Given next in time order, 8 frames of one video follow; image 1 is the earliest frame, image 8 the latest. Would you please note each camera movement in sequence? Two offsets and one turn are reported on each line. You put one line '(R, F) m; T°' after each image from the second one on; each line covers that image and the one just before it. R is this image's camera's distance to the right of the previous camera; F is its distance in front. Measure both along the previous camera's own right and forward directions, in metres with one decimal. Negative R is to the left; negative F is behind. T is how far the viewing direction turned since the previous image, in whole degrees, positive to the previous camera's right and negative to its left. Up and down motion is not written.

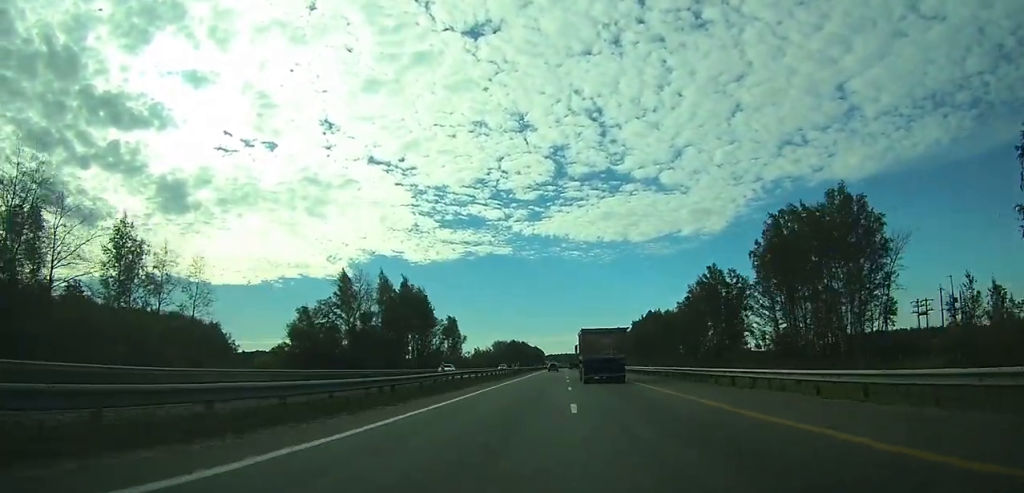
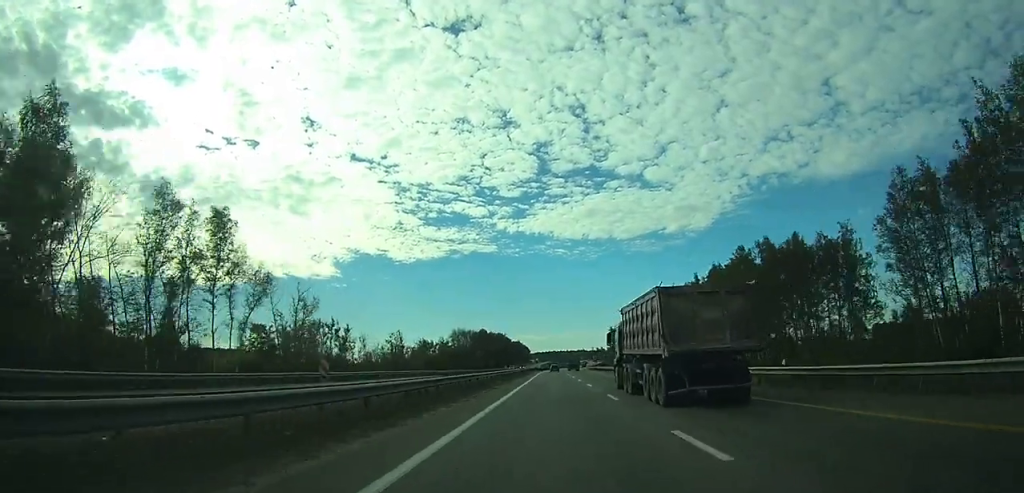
(+0.2, +114.8) m; 0°
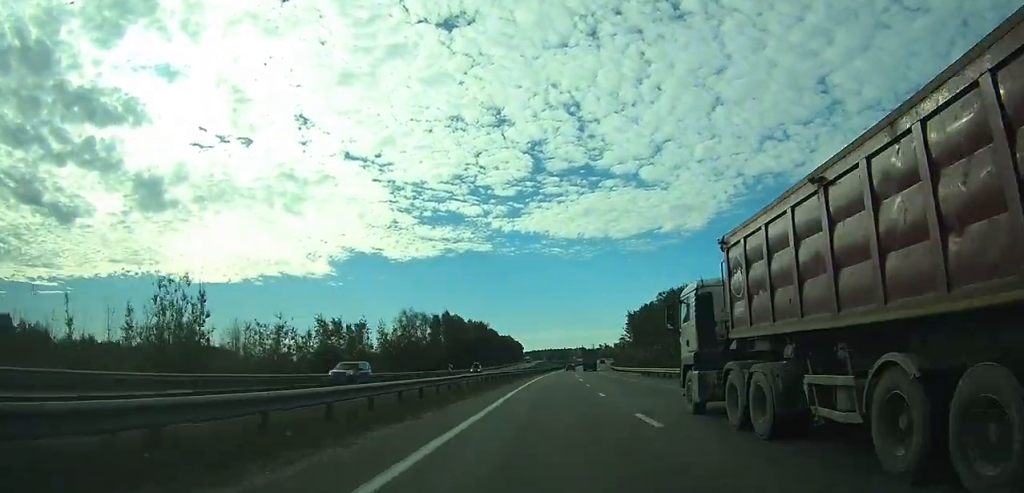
(+0.5, +79.7) m; +1°
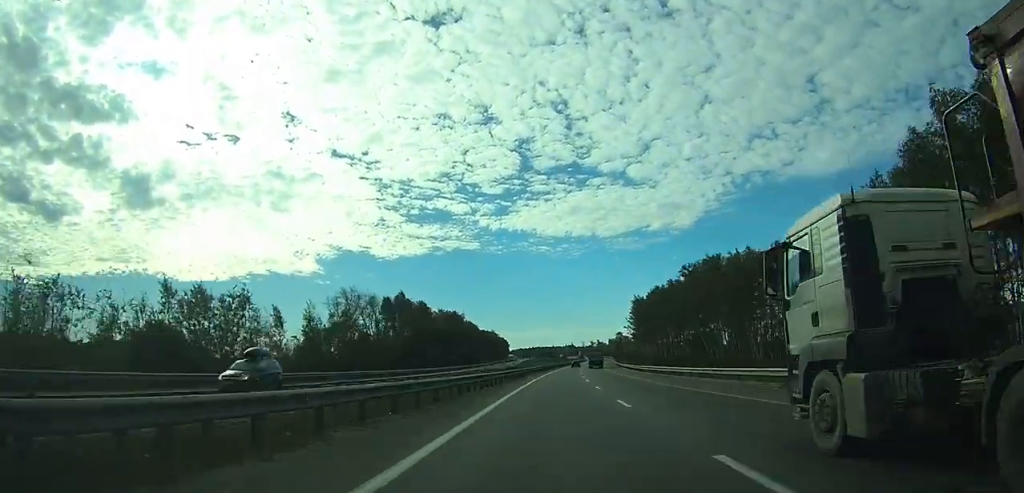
(0.0, +41.8) m; +1°
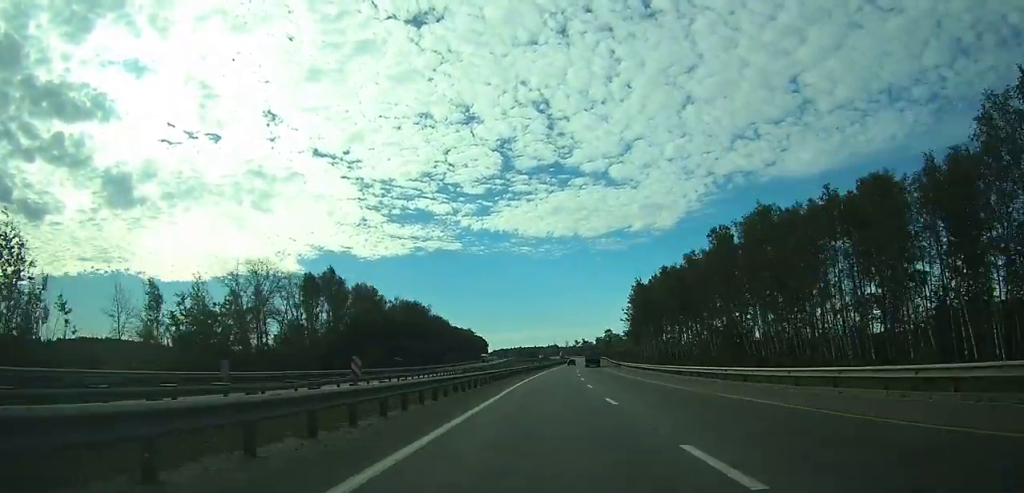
(+0.5, +34.3) m; +1°
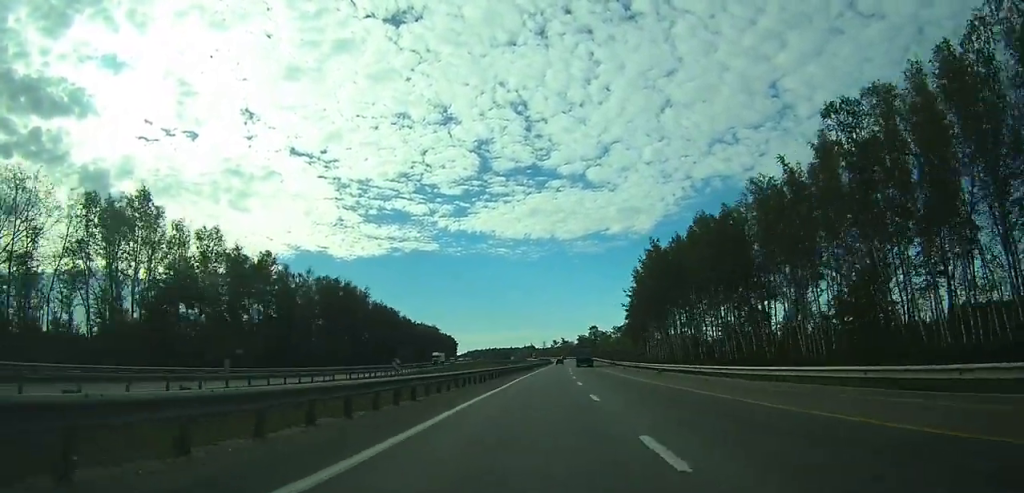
(+0.7, +45.8) m; +2°
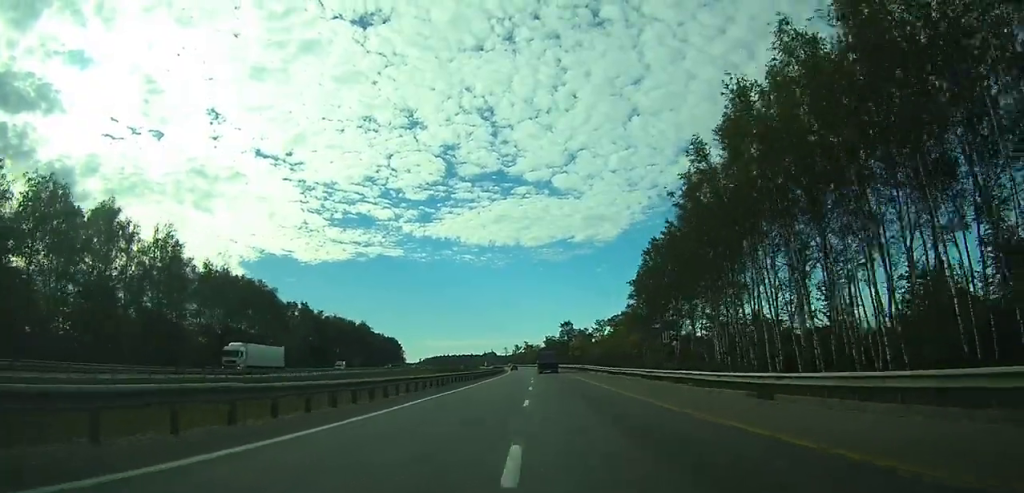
(+2.3, +70.7) m; +3°
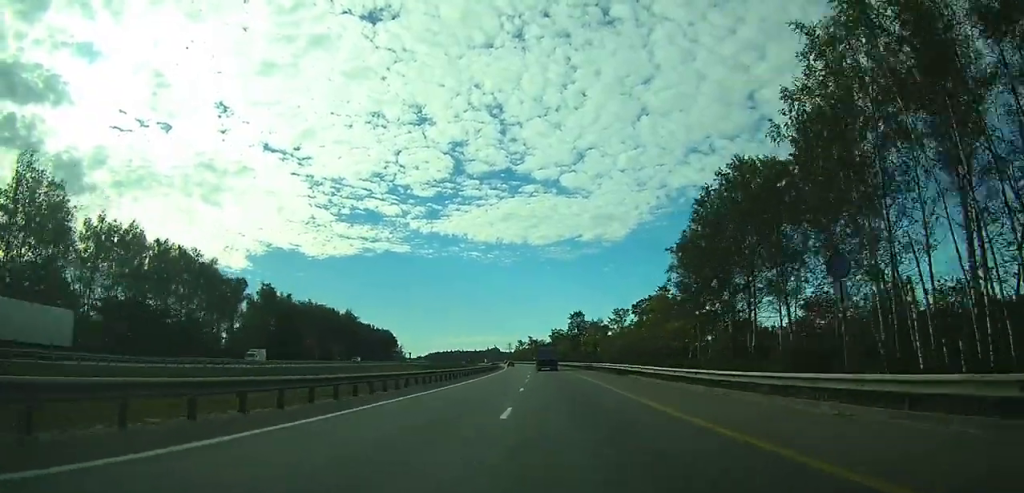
(+0.3, +28.8) m; 0°
